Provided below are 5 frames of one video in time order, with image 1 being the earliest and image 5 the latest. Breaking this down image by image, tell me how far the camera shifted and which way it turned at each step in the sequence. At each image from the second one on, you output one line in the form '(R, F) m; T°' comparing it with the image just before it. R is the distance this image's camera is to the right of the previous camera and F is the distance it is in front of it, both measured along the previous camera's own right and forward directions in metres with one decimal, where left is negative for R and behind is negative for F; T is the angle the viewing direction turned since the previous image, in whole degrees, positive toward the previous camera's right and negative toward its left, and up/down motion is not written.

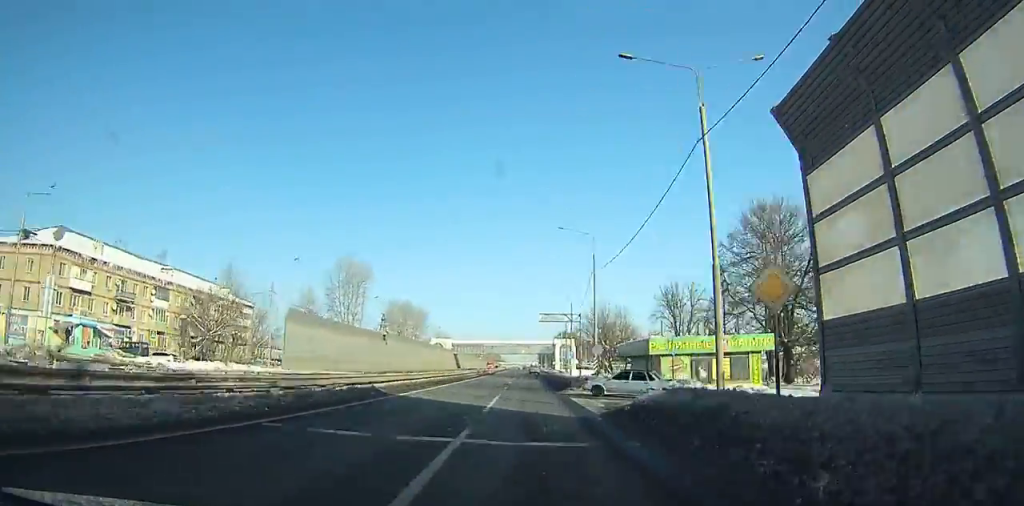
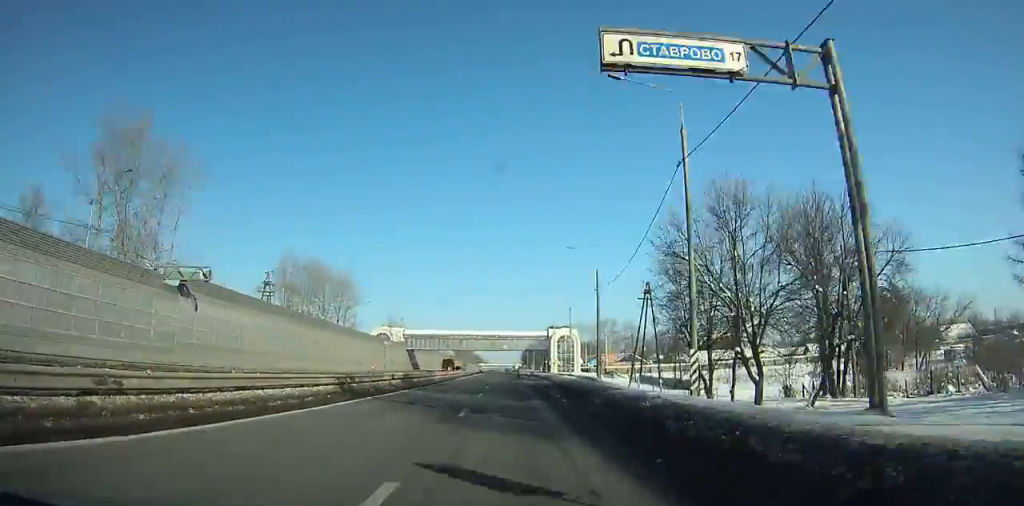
(+0.2, +56.4) m; 0°
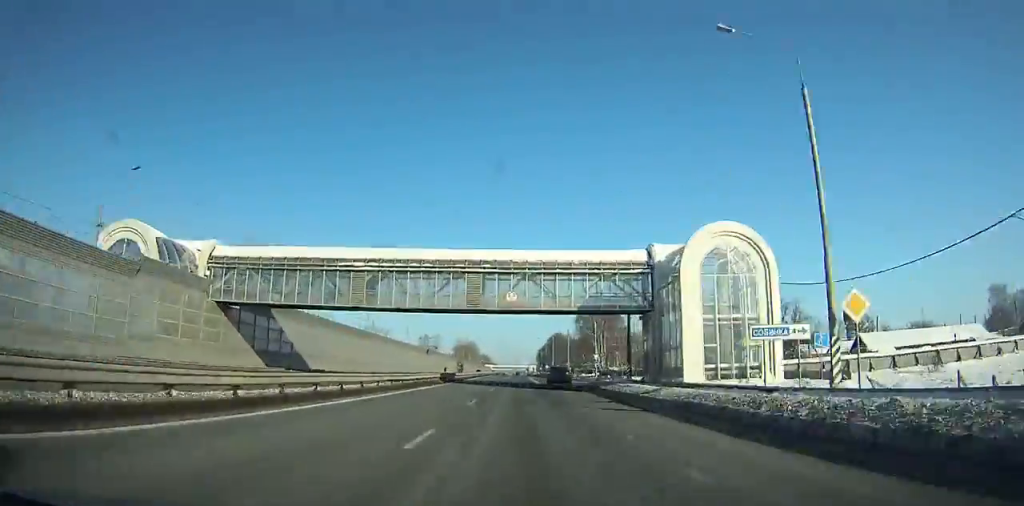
(-0.7, +91.7) m; -1°
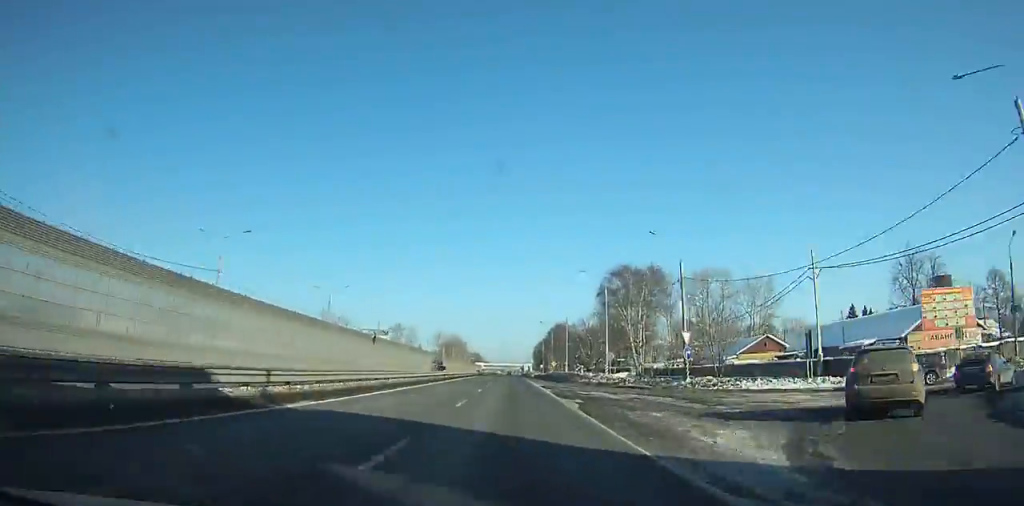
(-0.1, +50.5) m; 0°
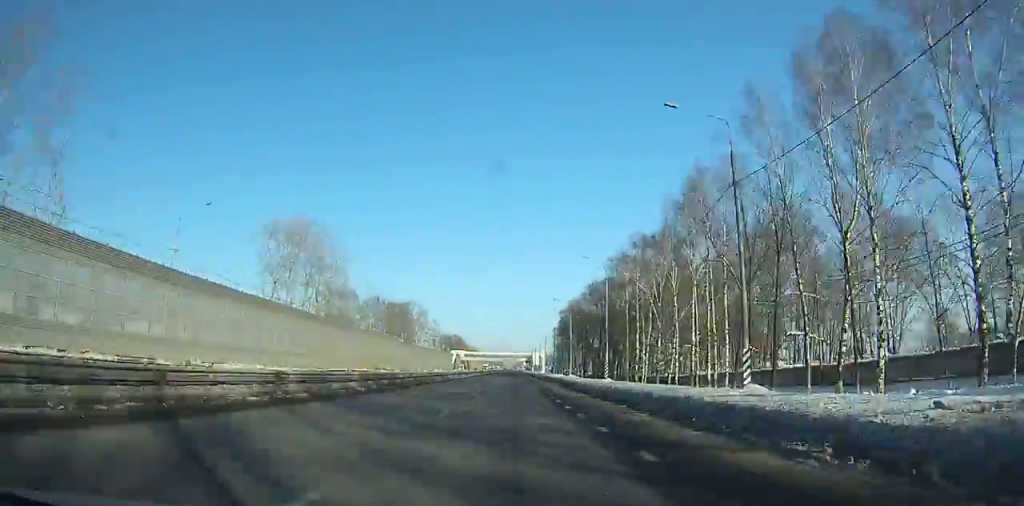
(+0.1, +198.2) m; 0°
